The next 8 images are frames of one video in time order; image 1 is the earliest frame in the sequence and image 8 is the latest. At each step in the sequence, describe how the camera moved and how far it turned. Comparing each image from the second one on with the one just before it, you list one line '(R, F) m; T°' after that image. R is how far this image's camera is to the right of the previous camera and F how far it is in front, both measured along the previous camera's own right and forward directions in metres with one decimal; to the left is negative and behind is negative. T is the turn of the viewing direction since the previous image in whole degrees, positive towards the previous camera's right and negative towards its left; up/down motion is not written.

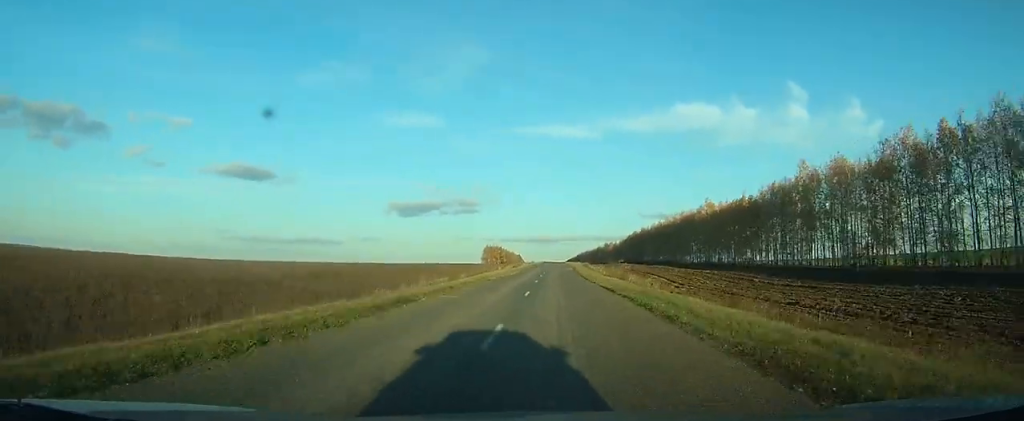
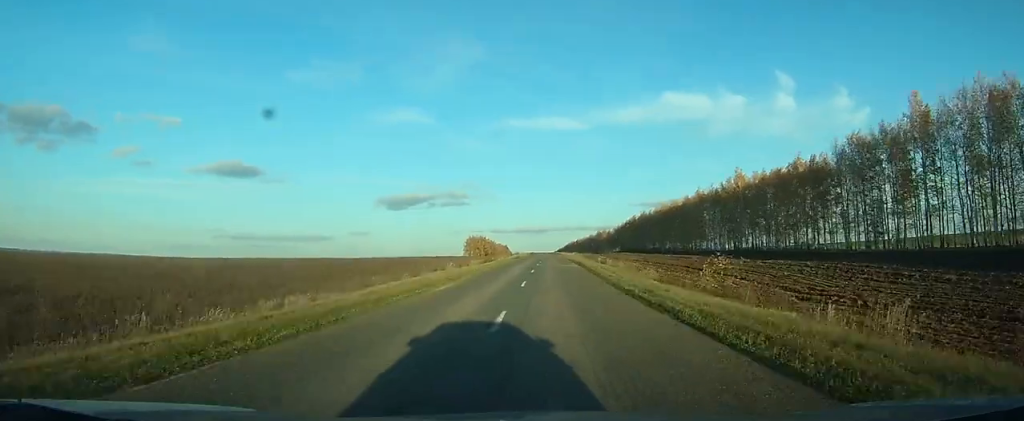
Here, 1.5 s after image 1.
(0.0, +33.1) m; 0°
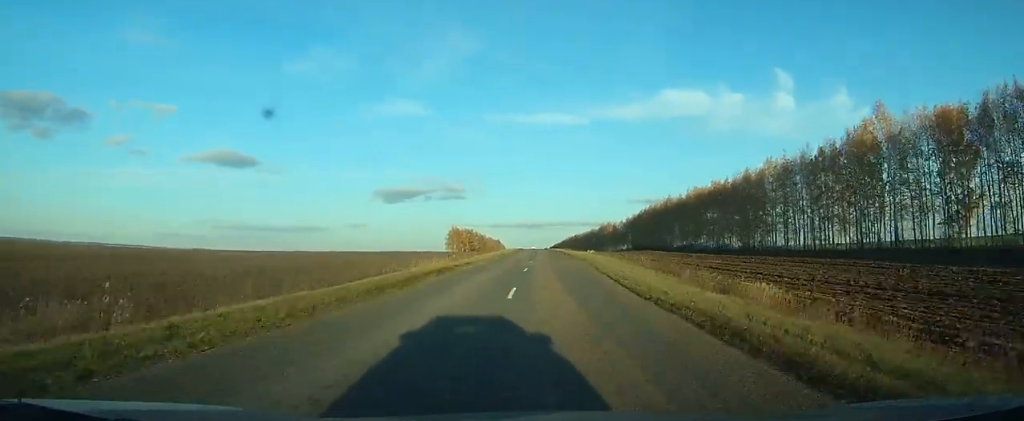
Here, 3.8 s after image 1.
(+0.3, +55.5) m; 0°
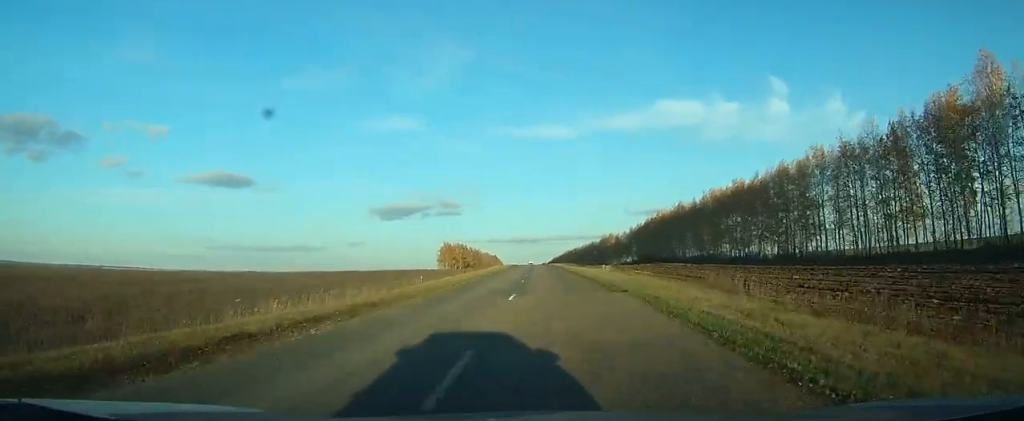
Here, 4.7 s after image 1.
(0.0, +21.2) m; 0°
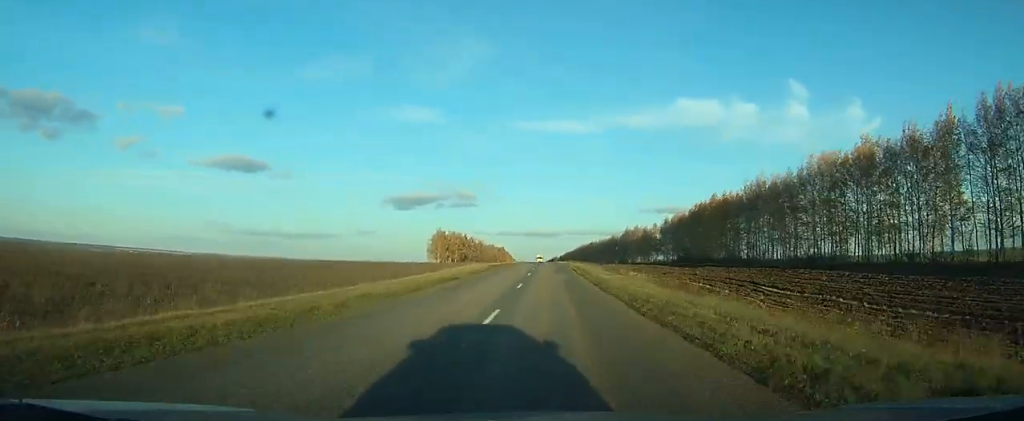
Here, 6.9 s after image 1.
(-0.1, +54.6) m; 0°
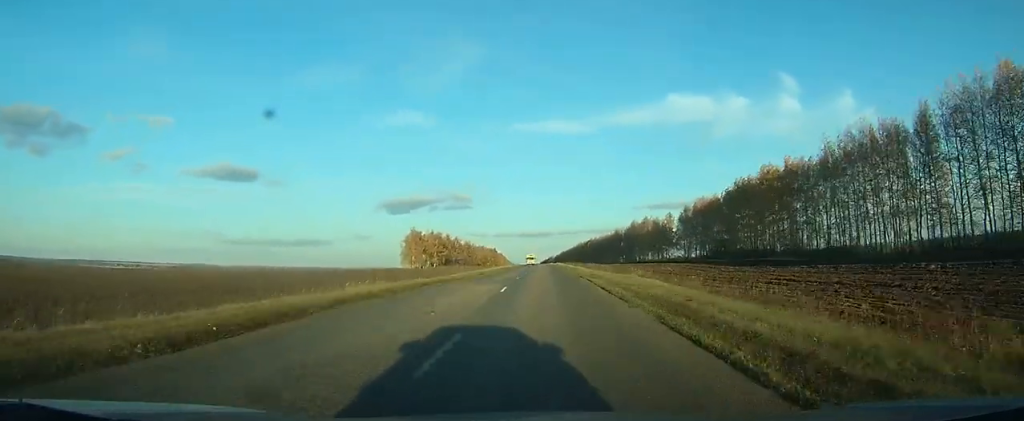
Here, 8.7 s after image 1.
(+0.1, +40.4) m; 0°
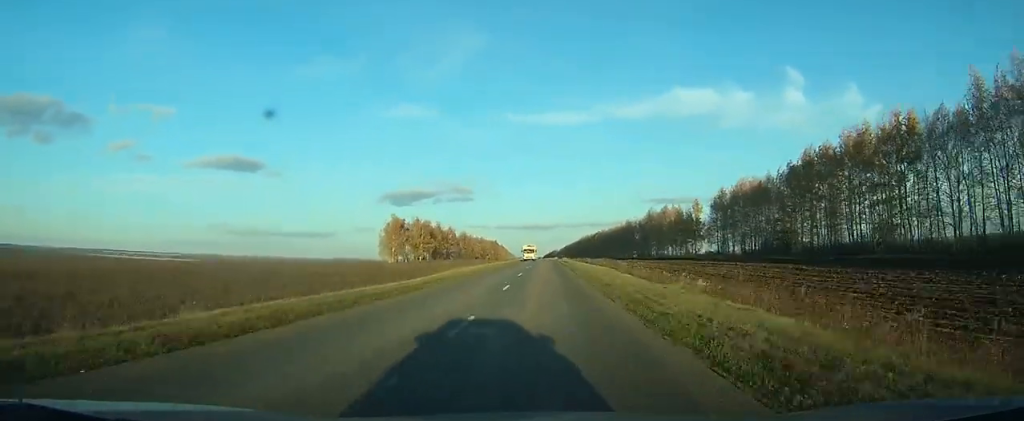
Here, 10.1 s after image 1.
(+0.1, +31.7) m; 0°
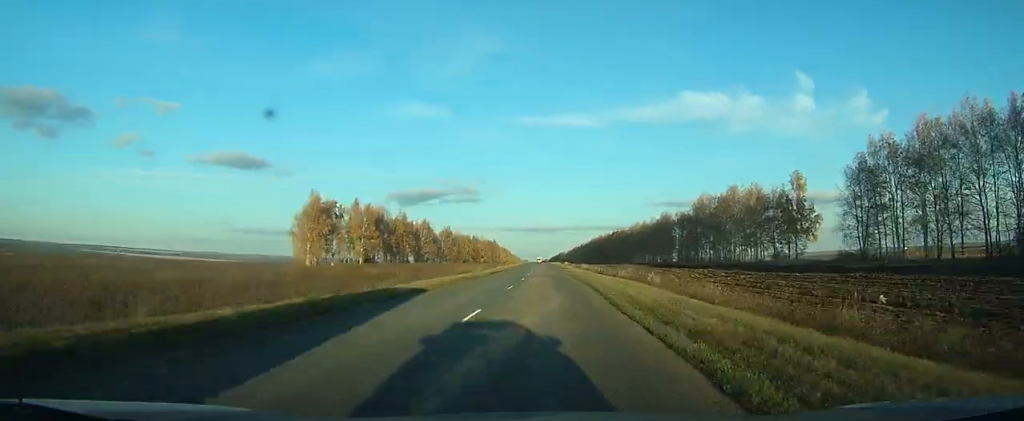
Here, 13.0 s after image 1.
(-0.4, +68.4) m; -1°
